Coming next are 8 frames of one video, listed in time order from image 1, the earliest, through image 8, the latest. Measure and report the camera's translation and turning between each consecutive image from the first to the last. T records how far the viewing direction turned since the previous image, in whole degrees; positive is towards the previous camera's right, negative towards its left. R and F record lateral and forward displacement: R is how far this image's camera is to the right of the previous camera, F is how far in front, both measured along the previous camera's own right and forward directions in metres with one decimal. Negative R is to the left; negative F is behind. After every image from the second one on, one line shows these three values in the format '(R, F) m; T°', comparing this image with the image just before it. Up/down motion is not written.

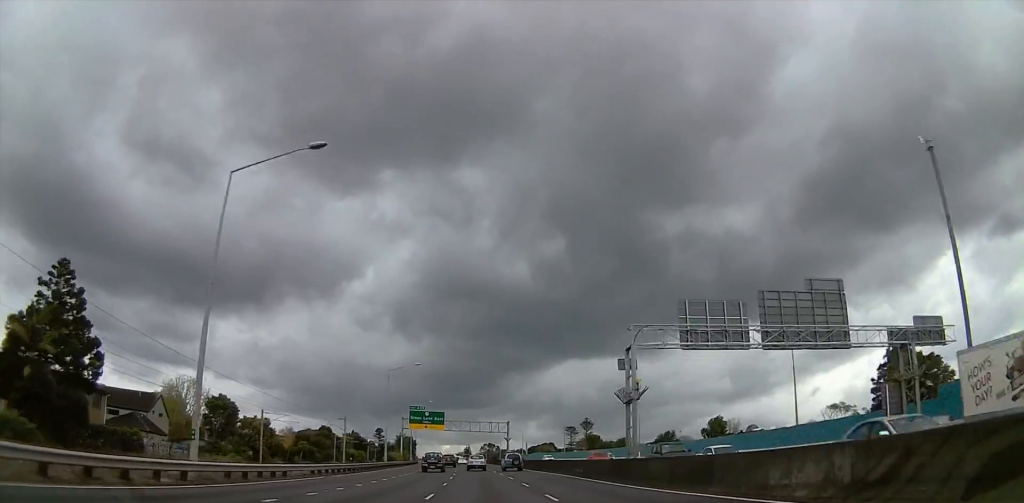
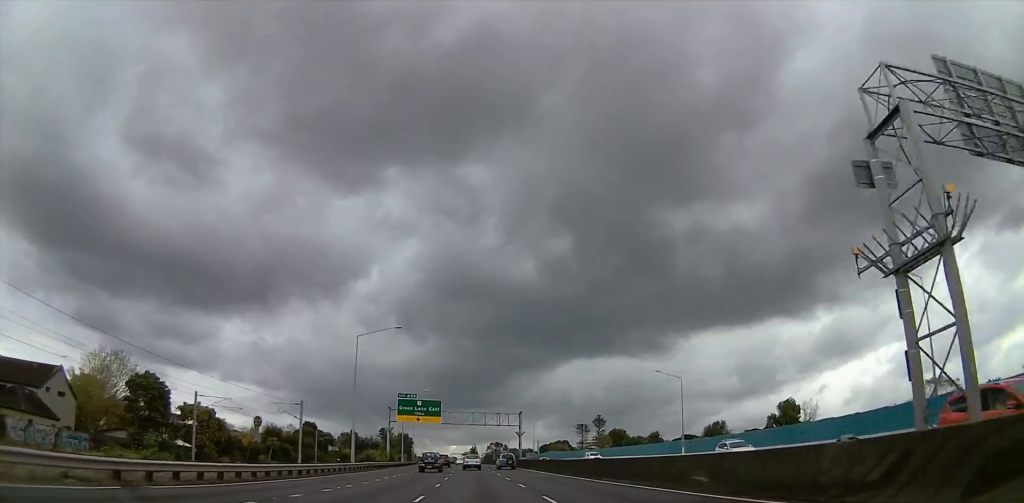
(+0.4, +20.7) m; +1°
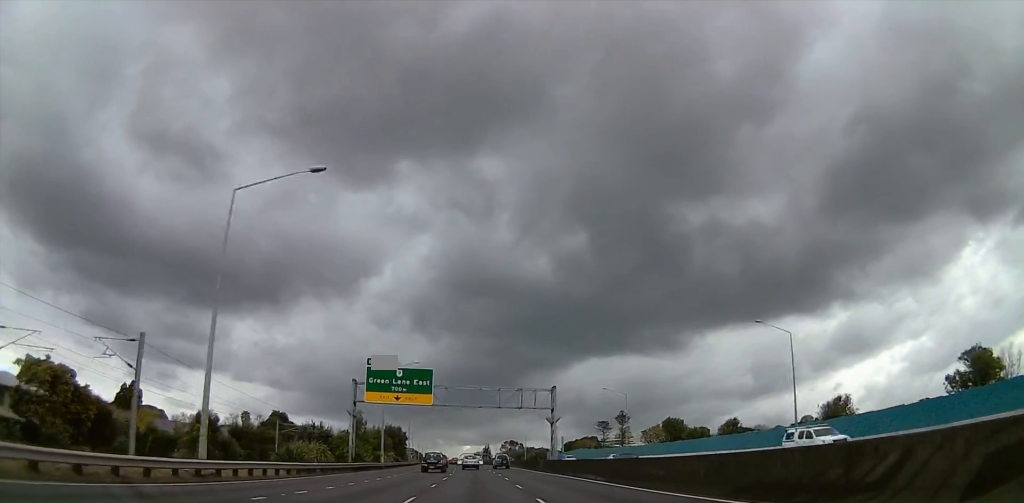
(-0.3, +30.8) m; -1°
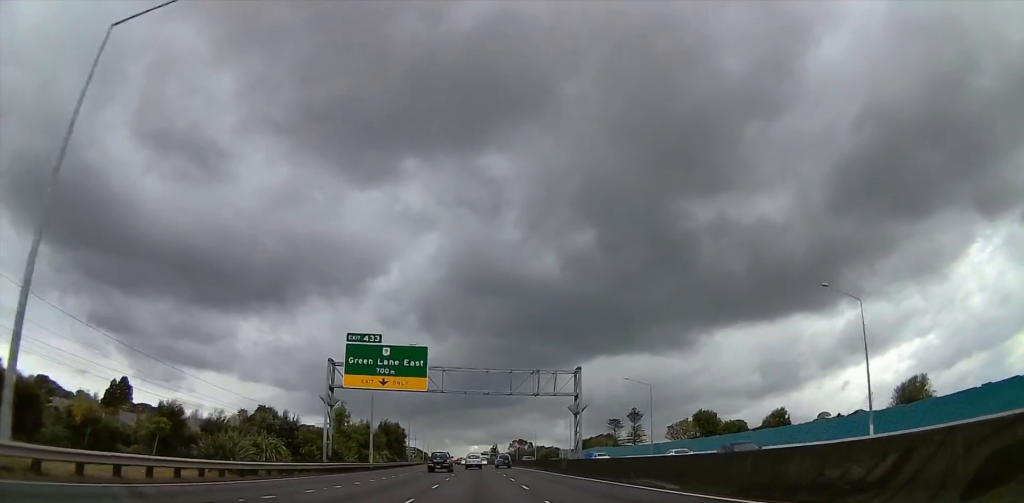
(-0.1, +10.9) m; 0°
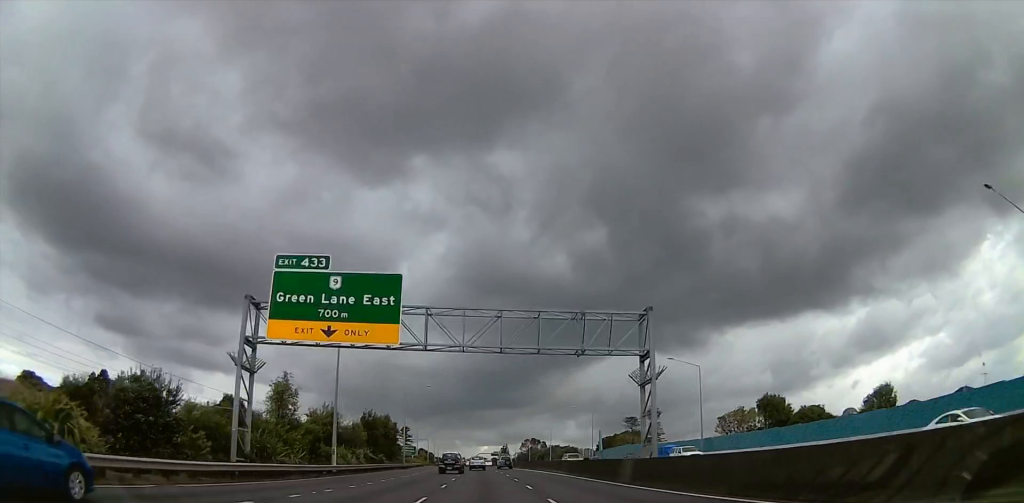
(0.0, +18.3) m; 0°
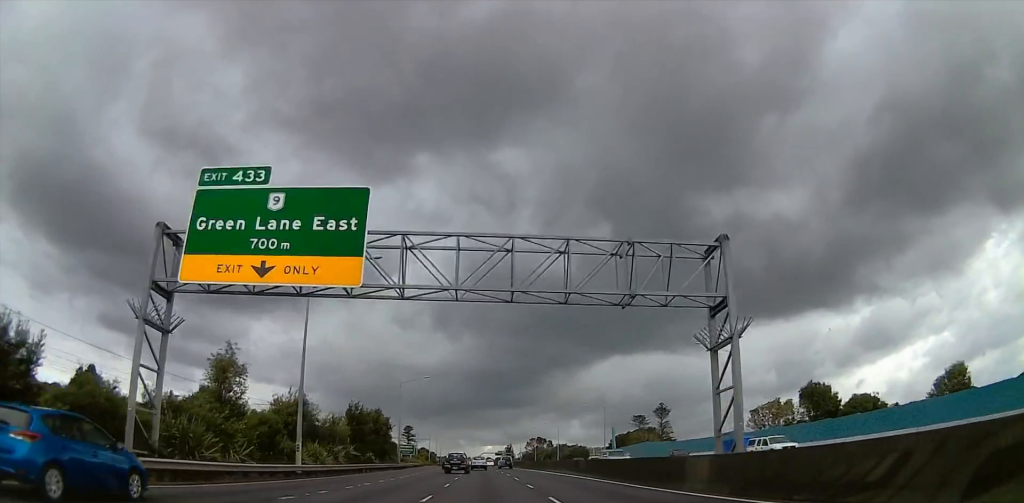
(0.0, +9.1) m; 0°
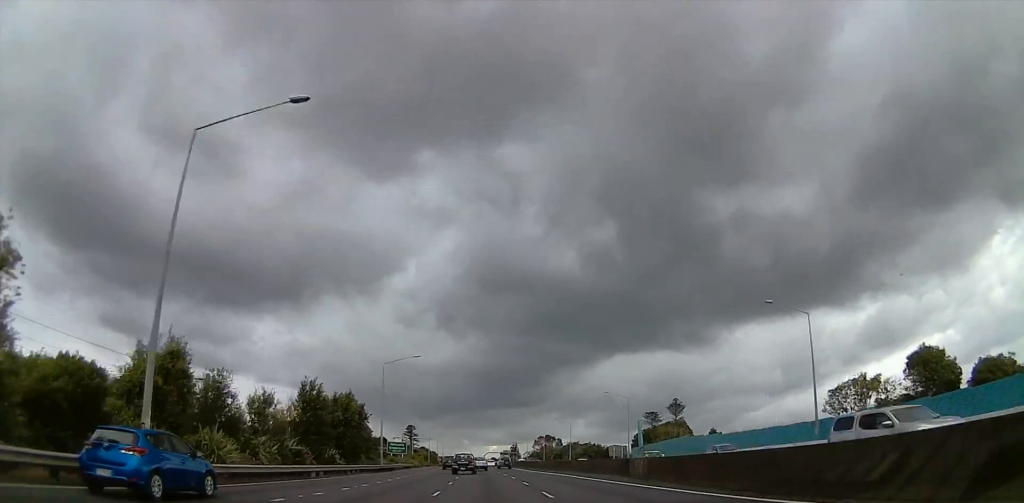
(0.0, +17.4) m; -2°
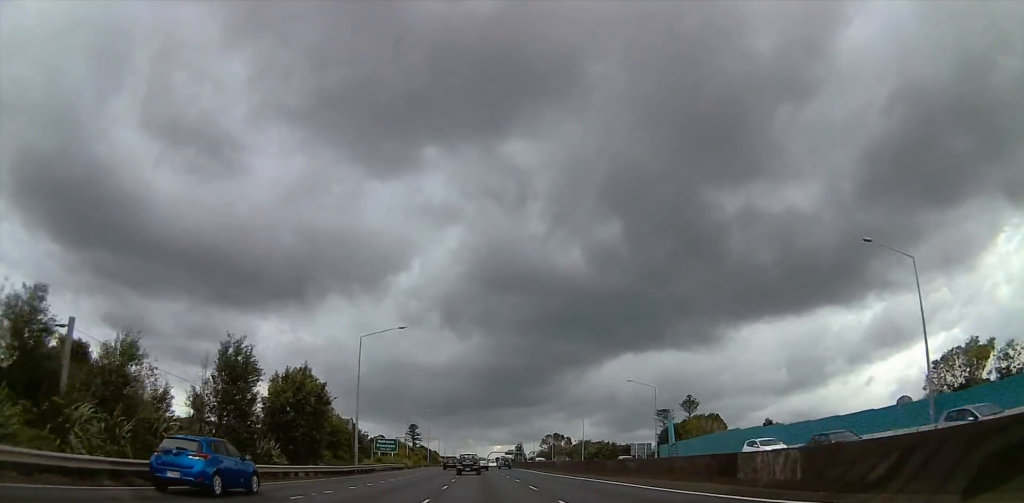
(-0.4, +14.5) m; -2°
